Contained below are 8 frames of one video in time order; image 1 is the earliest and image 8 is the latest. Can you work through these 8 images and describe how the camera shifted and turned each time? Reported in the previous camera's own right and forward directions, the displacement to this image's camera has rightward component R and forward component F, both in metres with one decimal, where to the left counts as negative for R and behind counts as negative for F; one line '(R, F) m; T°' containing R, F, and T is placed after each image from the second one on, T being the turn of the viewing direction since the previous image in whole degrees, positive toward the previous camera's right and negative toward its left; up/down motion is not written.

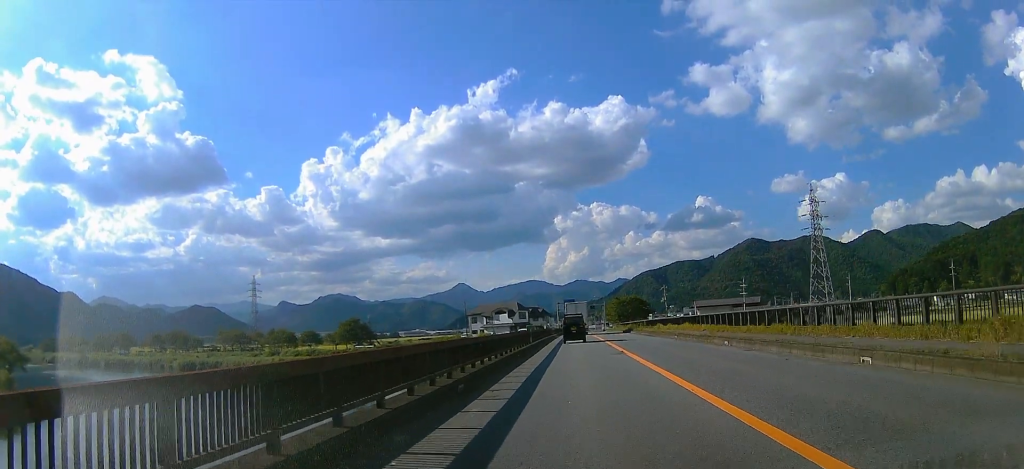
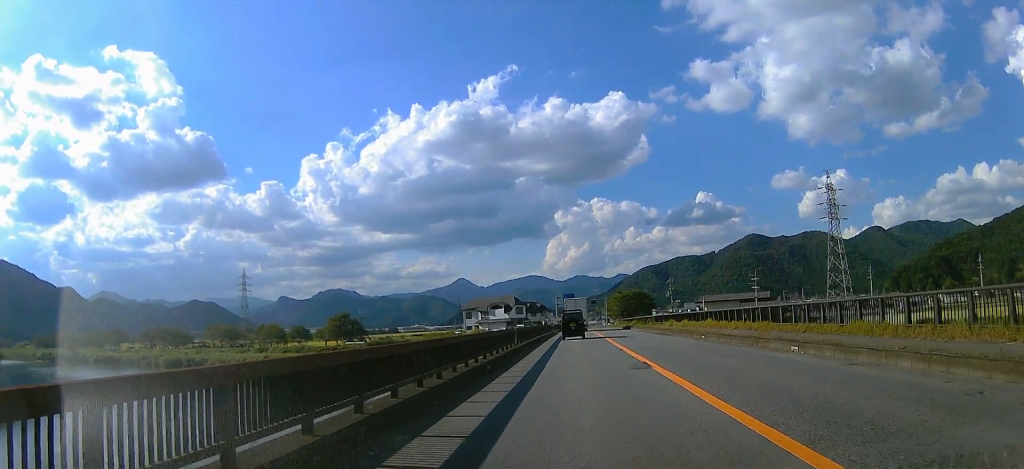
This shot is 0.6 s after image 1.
(0.0, +8.1) m; 0°
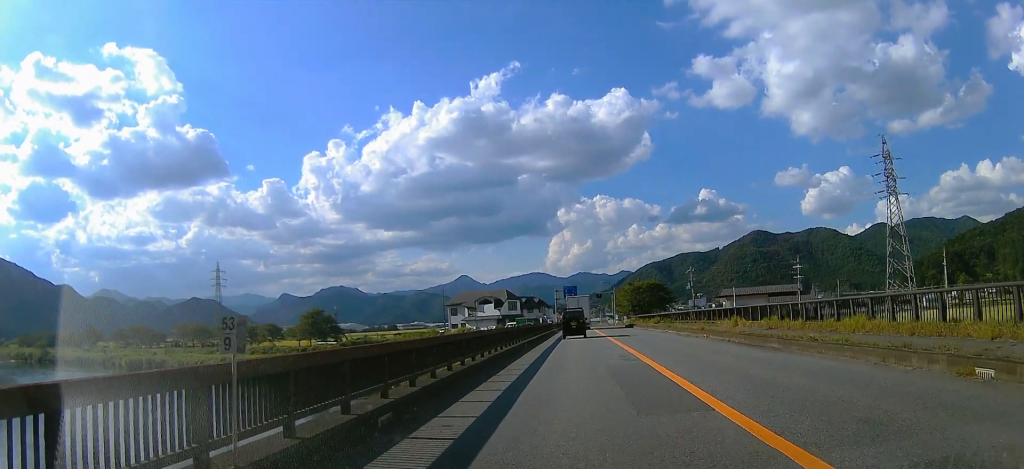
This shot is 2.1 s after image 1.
(0.0, +21.2) m; 0°
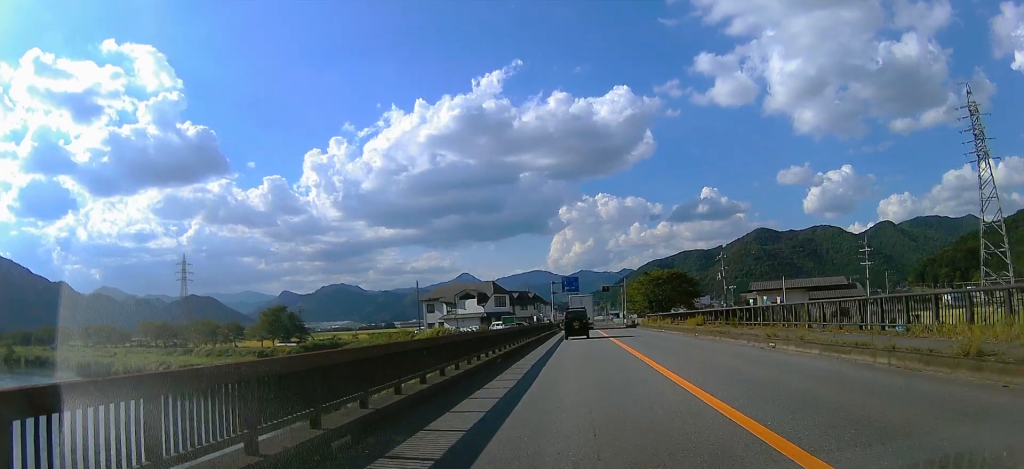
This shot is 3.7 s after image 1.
(0.0, +22.3) m; 0°
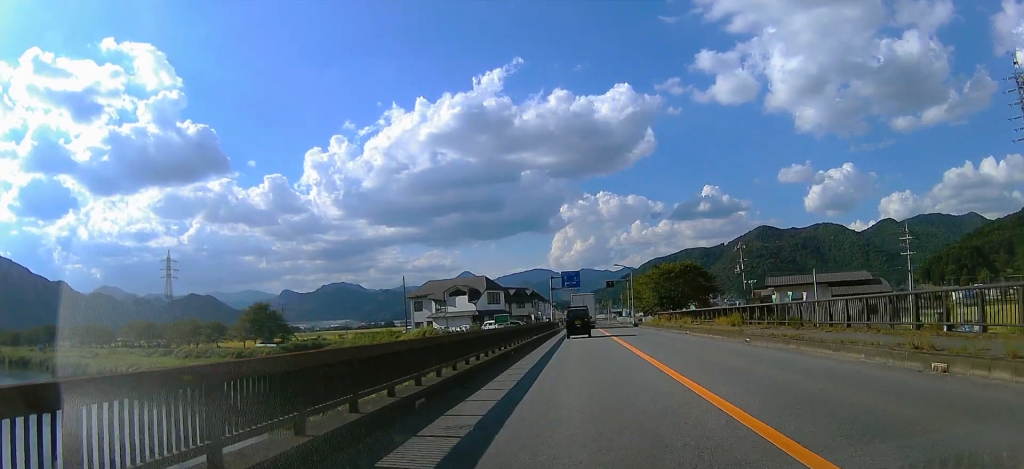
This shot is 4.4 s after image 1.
(0.0, +9.3) m; 0°
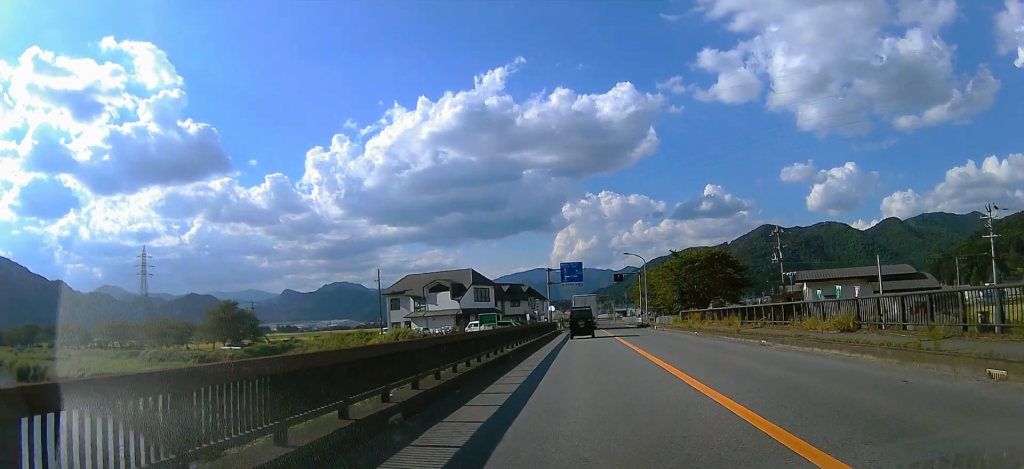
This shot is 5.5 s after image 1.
(+0.1, +14.0) m; 0°
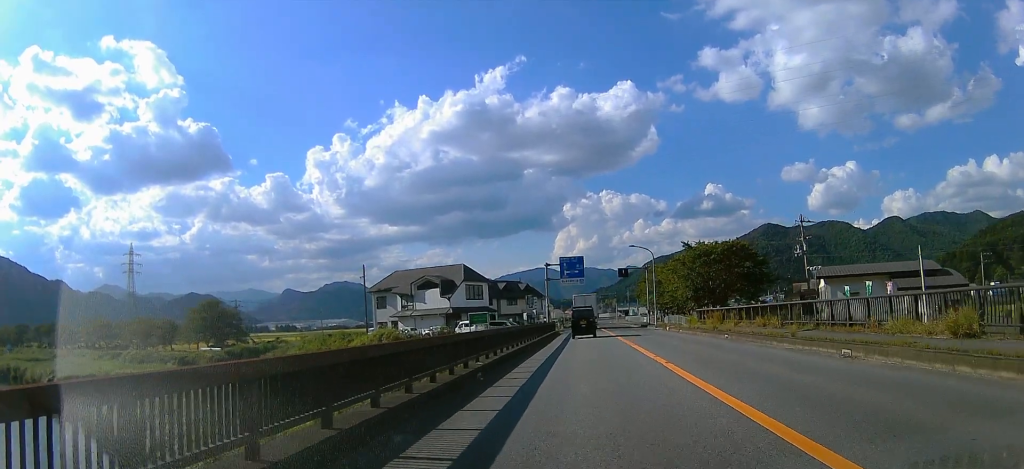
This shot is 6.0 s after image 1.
(0.0, +6.7) m; 0°
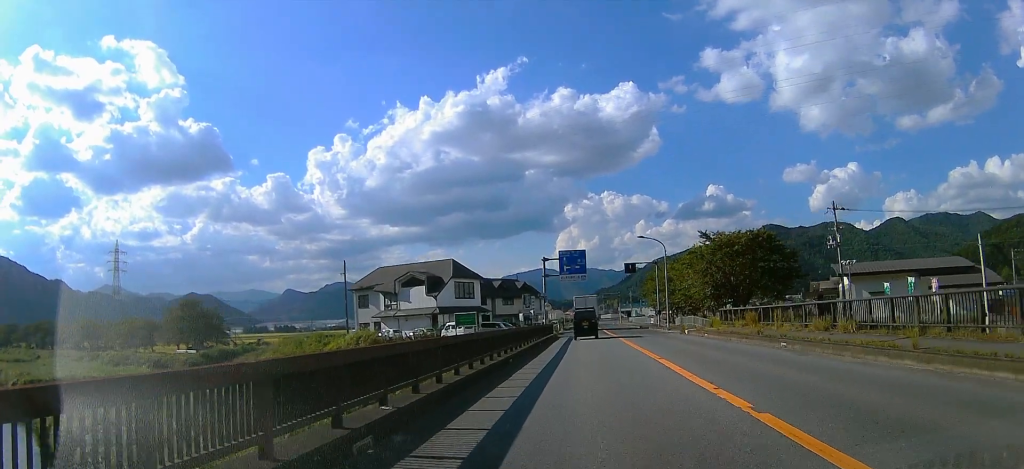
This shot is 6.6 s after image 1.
(0.0, +7.5) m; 0°
